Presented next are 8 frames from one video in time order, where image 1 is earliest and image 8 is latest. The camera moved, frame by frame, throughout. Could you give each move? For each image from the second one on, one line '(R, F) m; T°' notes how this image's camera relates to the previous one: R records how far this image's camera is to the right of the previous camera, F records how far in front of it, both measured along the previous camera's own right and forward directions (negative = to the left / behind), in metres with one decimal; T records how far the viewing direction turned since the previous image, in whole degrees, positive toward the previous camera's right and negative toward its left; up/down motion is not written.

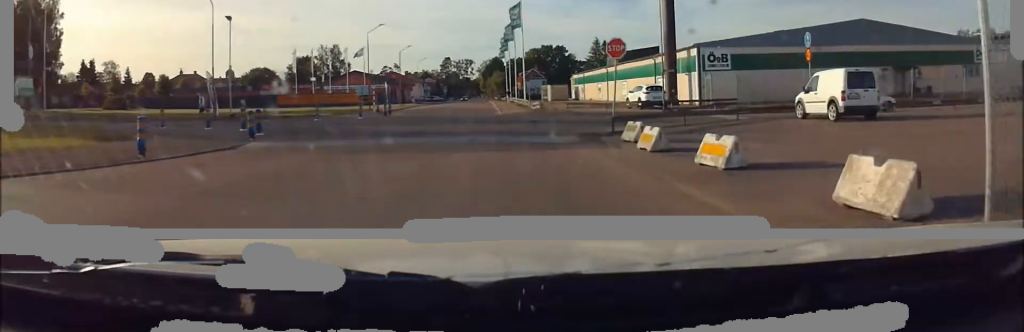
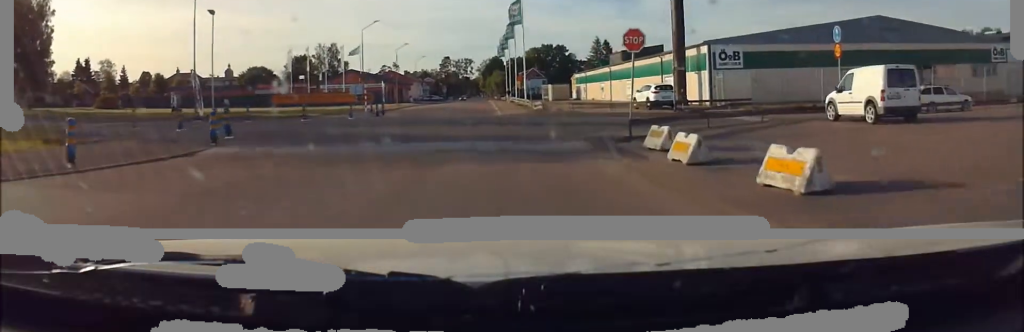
(-0.1, +2.9) m; -1°
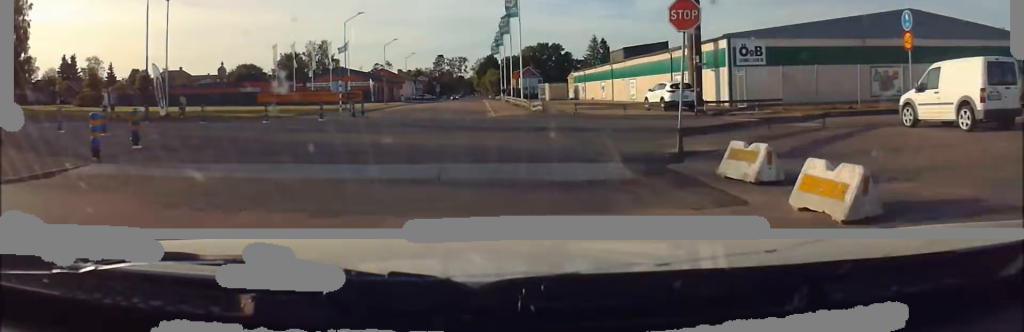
(+0.1, +5.8) m; 0°
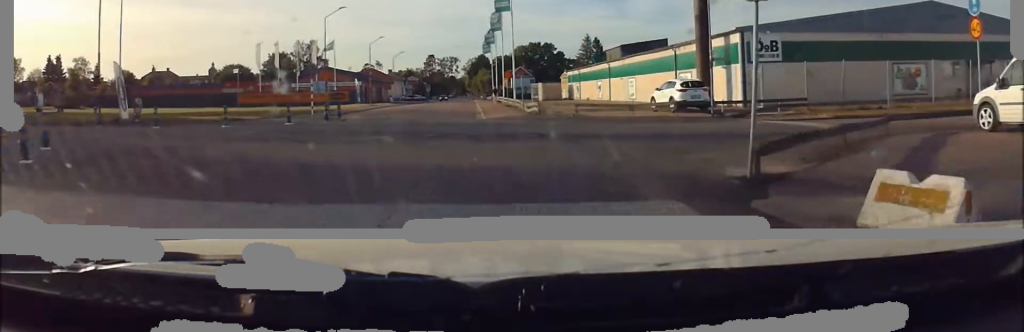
(-0.1, +4.5) m; 0°
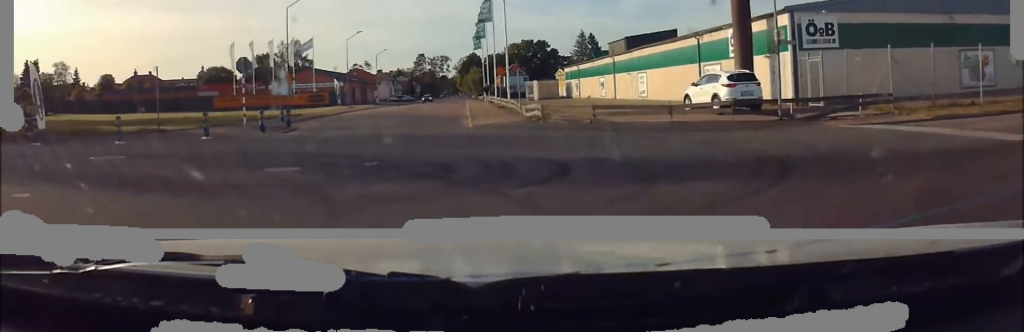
(+0.1, +10.3) m; 0°
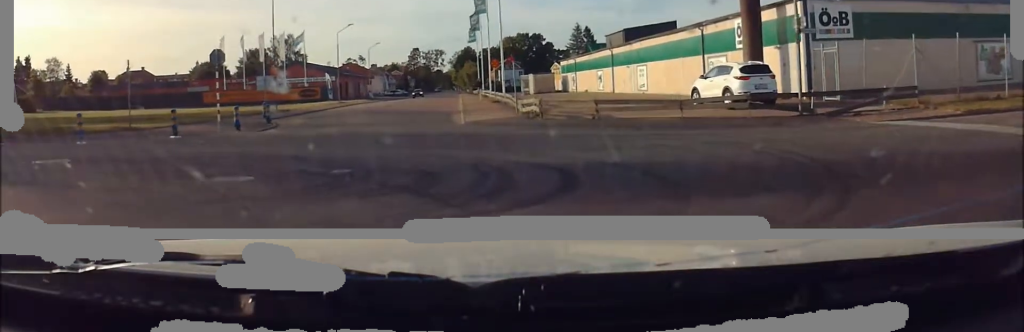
(0.0, +3.5) m; -1°
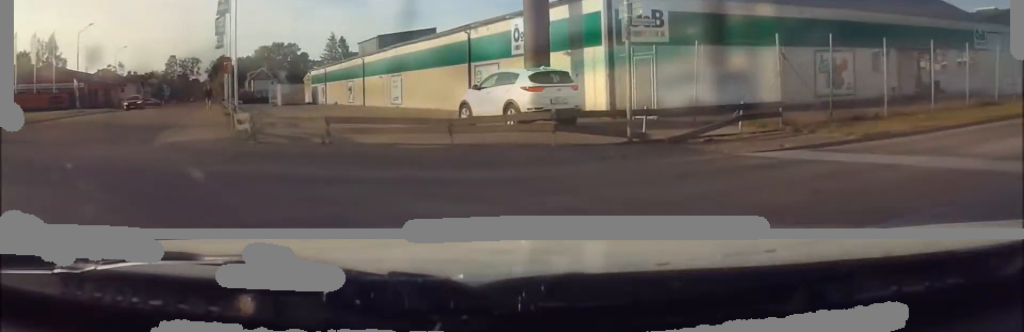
(+0.1, +7.0) m; +6°
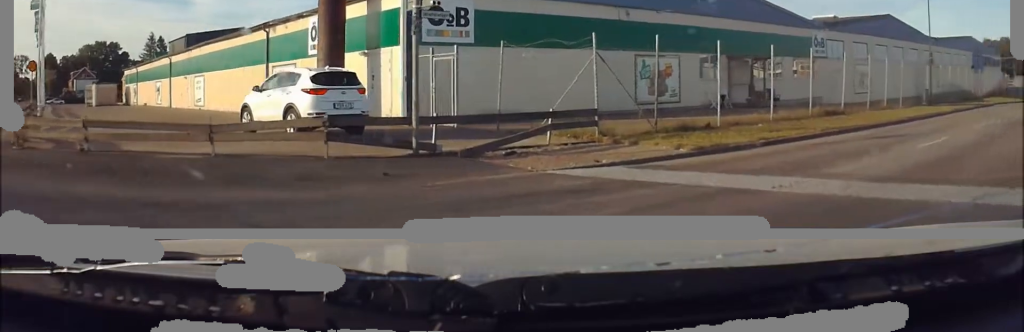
(+0.1, +1.6) m; +18°
